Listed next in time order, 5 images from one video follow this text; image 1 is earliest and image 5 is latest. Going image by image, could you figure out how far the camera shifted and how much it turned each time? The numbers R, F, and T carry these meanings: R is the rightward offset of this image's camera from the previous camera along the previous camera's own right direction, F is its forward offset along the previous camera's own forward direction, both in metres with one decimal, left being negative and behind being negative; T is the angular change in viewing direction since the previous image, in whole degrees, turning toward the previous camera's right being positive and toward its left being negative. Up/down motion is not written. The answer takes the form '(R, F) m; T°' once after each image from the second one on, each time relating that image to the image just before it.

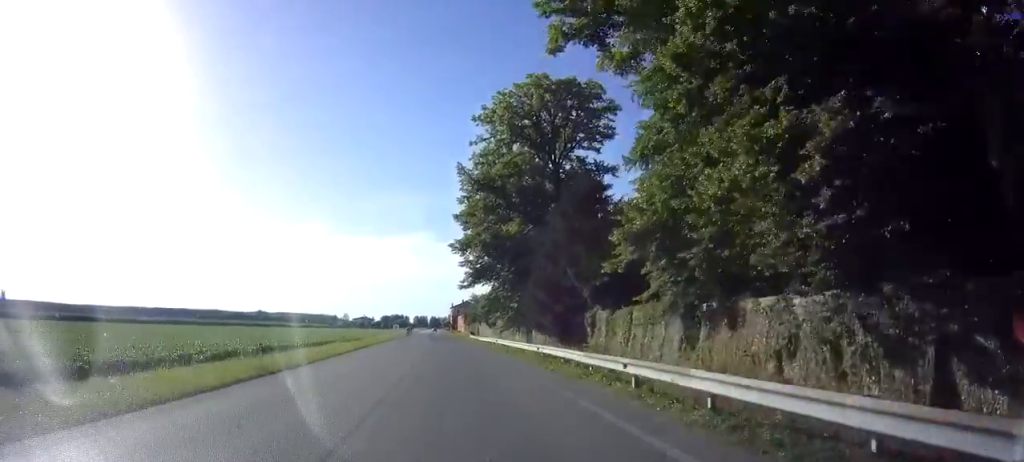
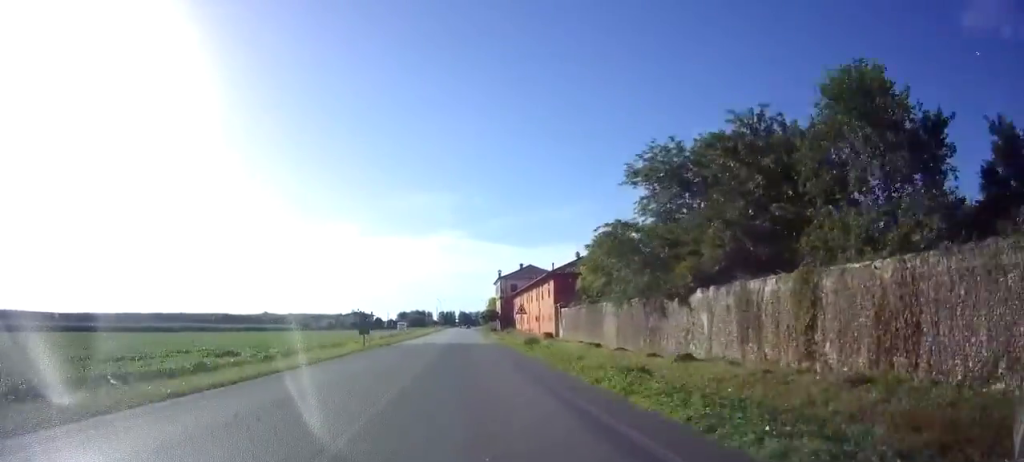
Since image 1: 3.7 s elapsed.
(-7.1, +118.4) m; -4°
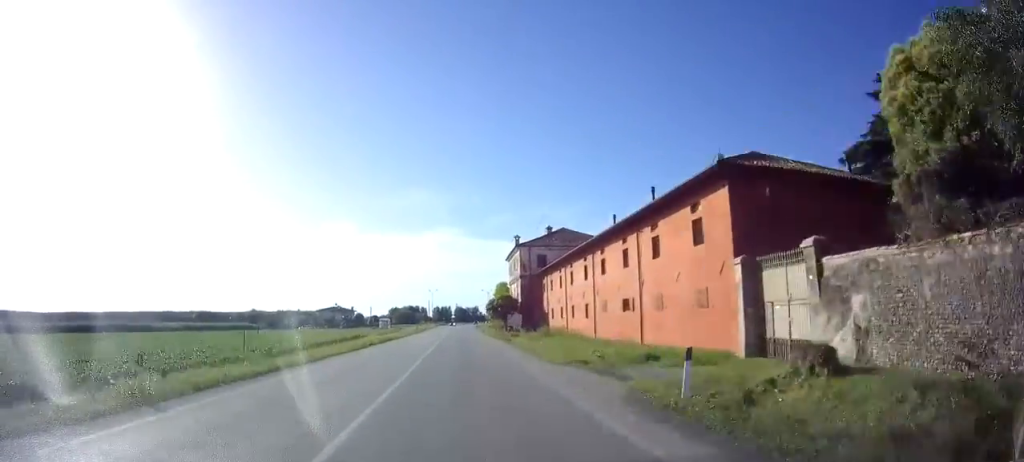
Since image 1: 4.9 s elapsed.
(+0.2, +36.9) m; 0°
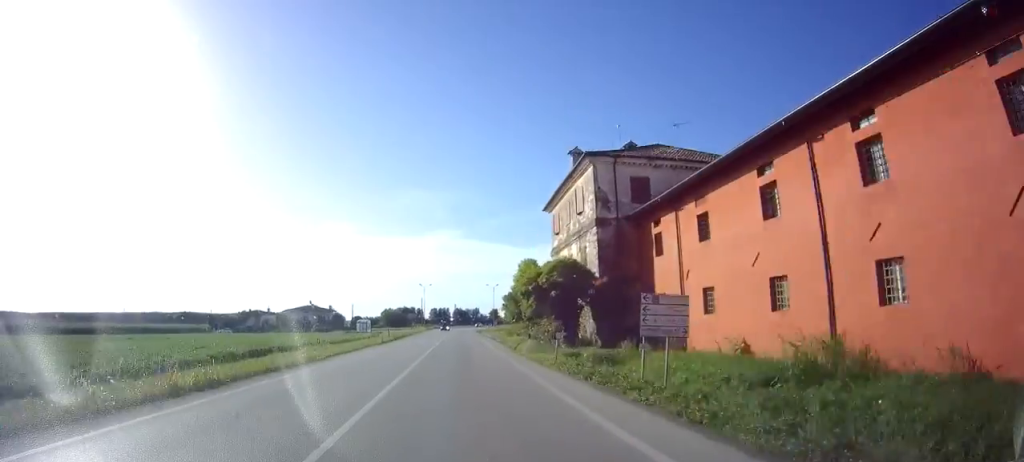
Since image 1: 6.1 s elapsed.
(-0.3, +35.5) m; 0°
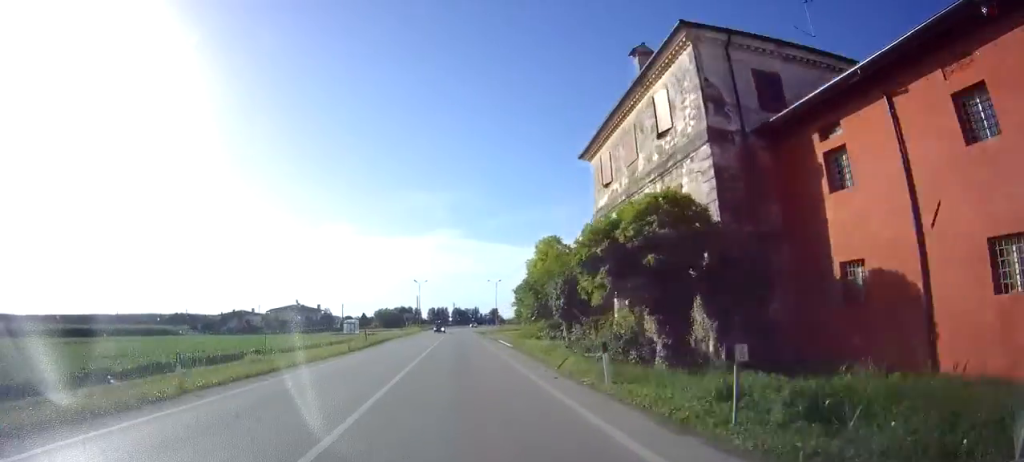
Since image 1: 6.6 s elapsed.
(-0.2, +13.4) m; 0°
